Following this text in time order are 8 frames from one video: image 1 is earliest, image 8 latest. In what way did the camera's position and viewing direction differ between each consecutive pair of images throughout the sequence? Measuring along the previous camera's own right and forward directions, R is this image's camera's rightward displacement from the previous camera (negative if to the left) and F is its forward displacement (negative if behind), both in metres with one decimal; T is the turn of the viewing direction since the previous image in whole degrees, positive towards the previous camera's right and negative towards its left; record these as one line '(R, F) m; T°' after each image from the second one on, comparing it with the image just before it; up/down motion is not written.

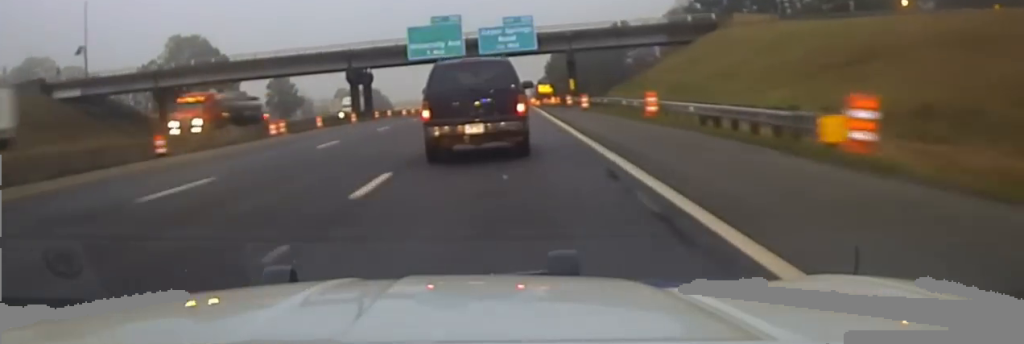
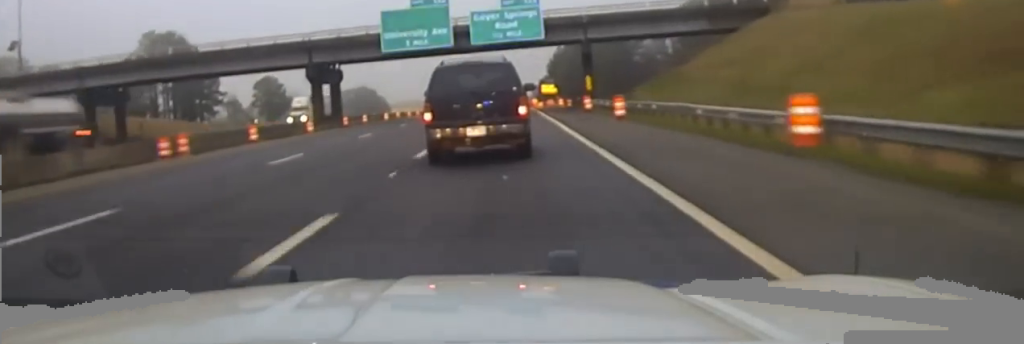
(0.0, +17.4) m; 0°
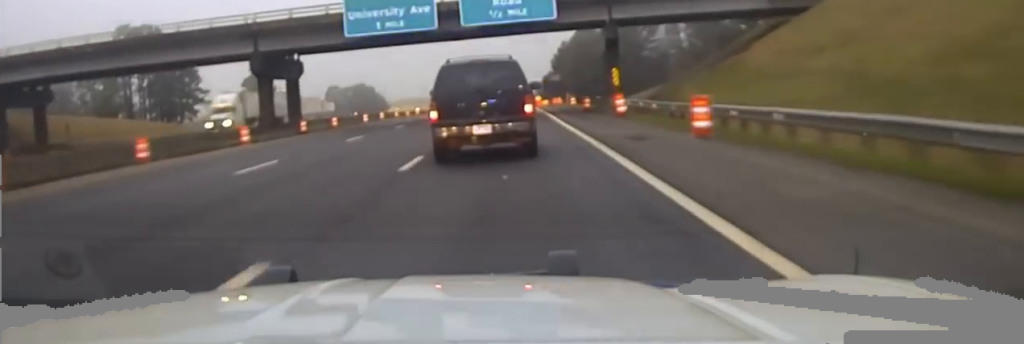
(0.0, +14.5) m; 0°
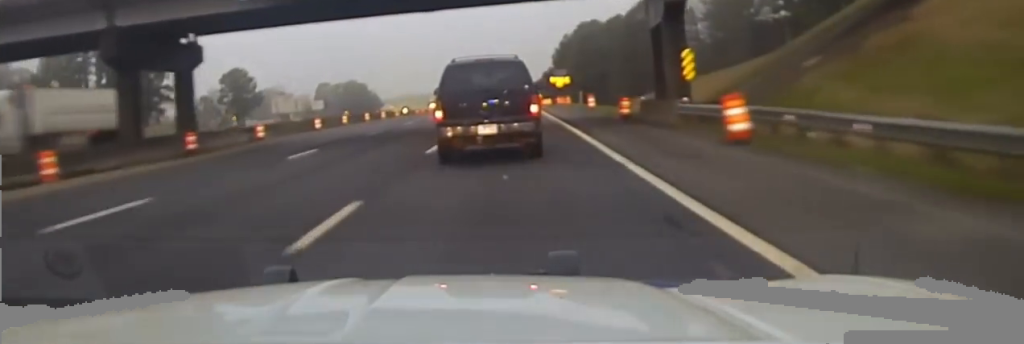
(0.0, +19.9) m; 0°
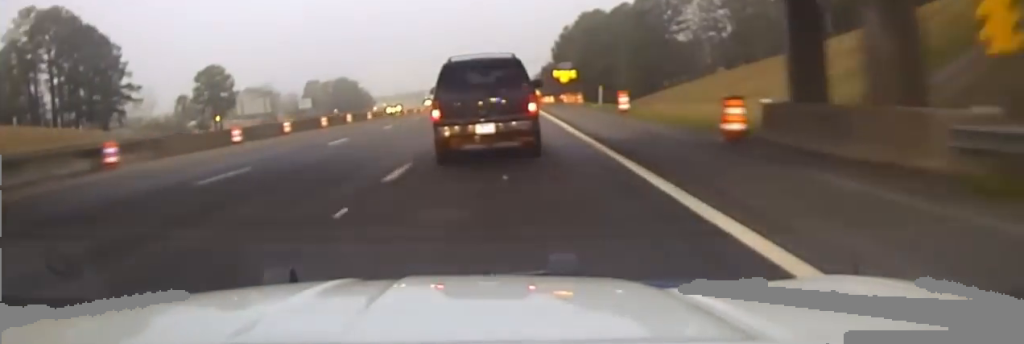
(0.0, +18.4) m; 0°
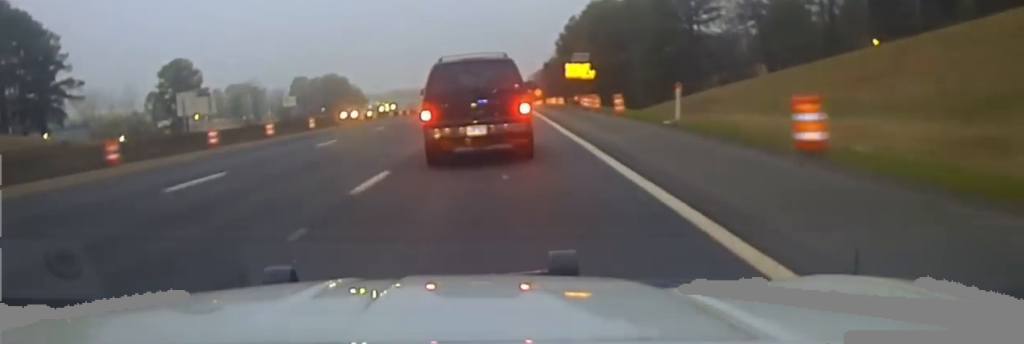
(0.0, +25.2) m; 0°
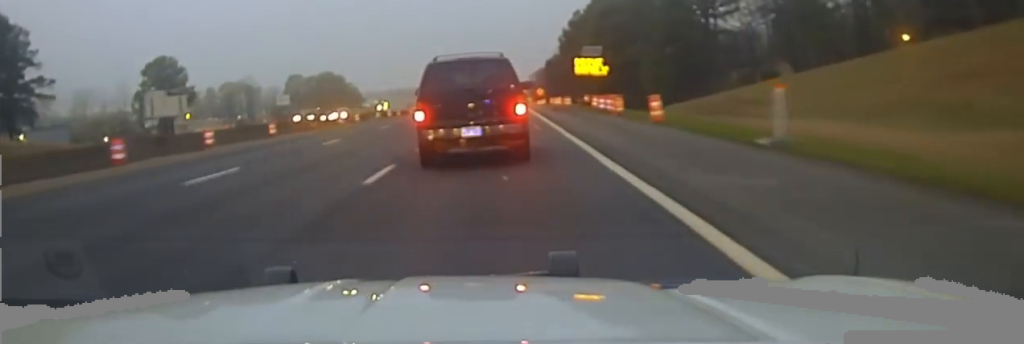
(0.0, +10.6) m; 0°
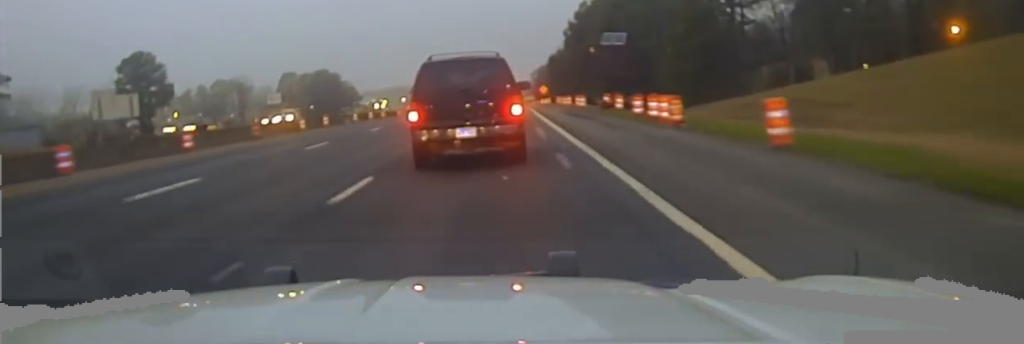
(0.0, +14.4) m; 0°
